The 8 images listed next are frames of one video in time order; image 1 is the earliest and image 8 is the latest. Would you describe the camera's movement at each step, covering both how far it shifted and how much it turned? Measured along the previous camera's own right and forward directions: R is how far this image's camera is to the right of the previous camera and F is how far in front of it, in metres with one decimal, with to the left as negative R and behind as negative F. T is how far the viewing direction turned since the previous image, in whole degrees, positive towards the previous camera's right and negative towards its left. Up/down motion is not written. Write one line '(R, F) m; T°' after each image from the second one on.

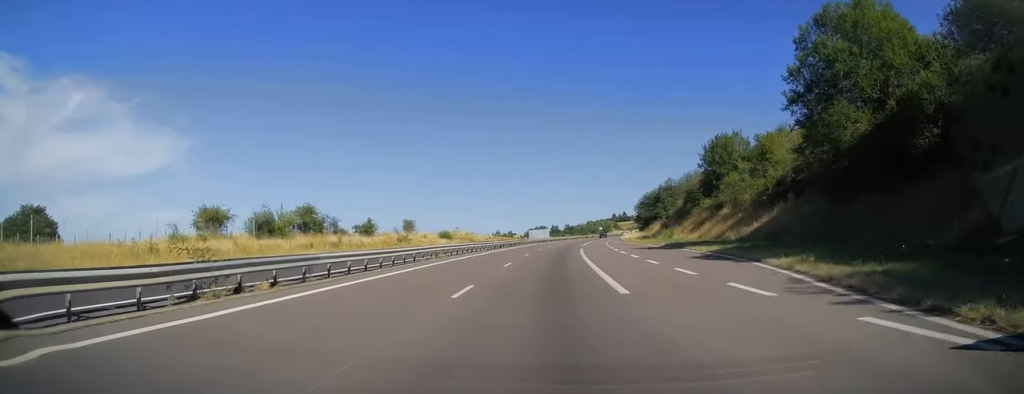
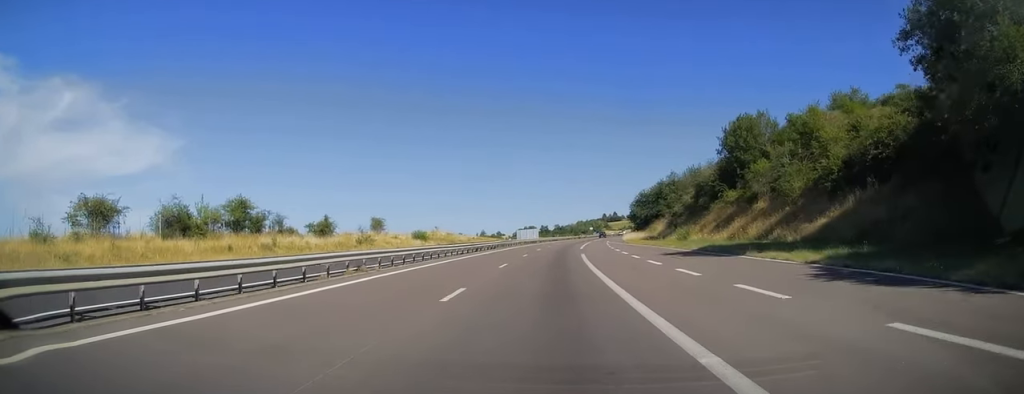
(+0.1, +13.7) m; +1°
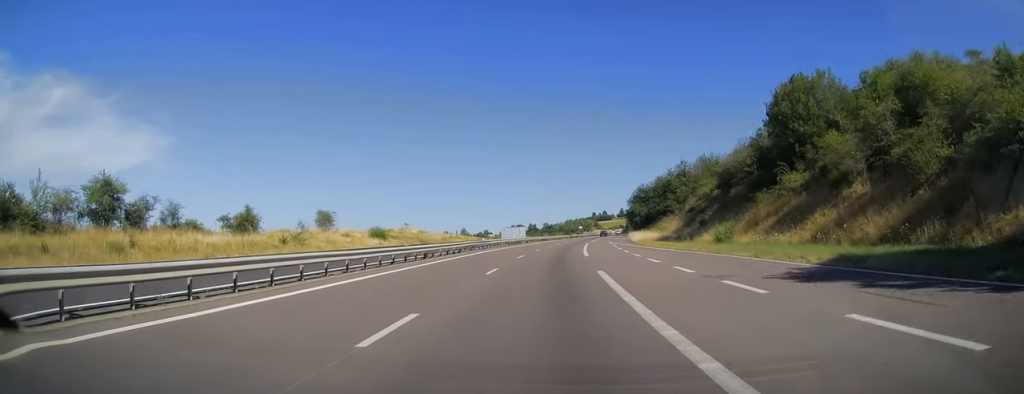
(-0.1, +18.1) m; +1°
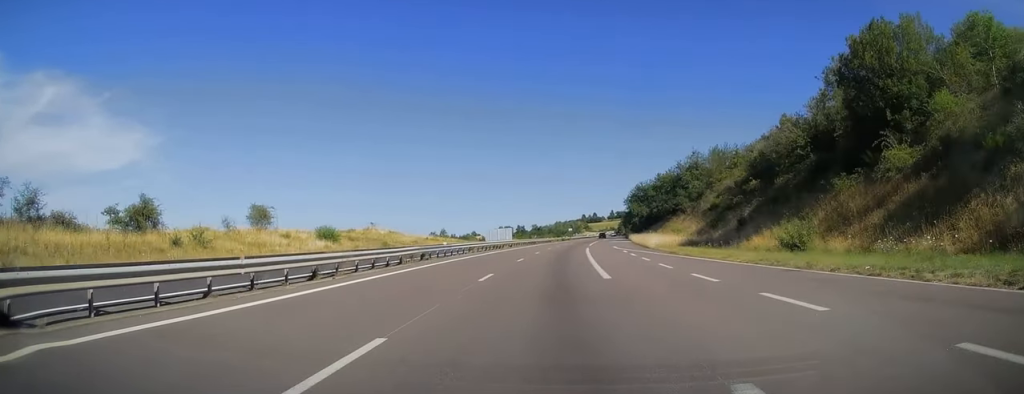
(+0.5, +15.1) m; +1°
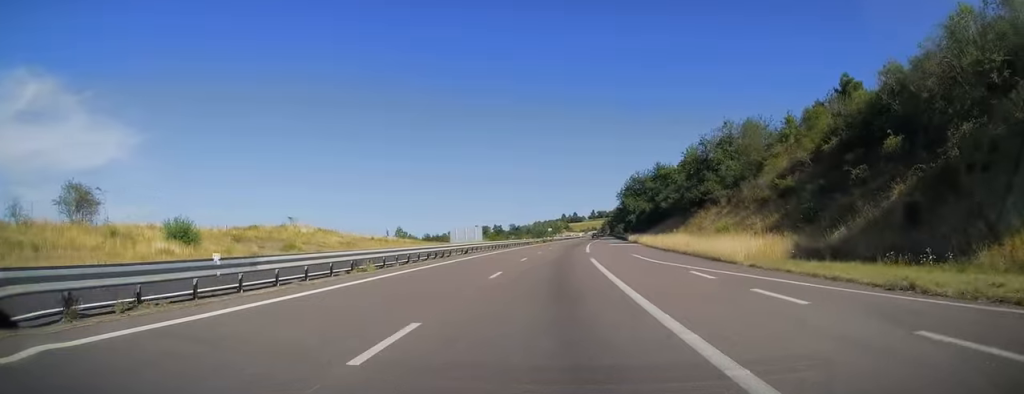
(+0.4, +24.5) m; +2°
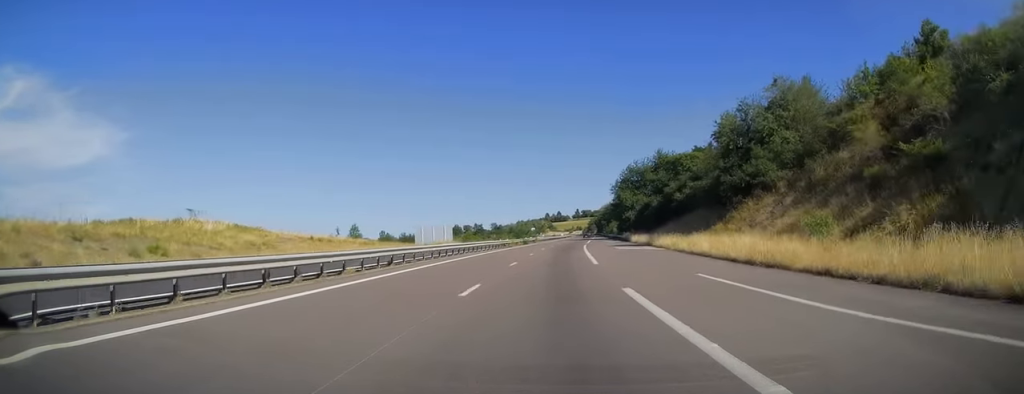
(-0.1, +18.6) m; +1°
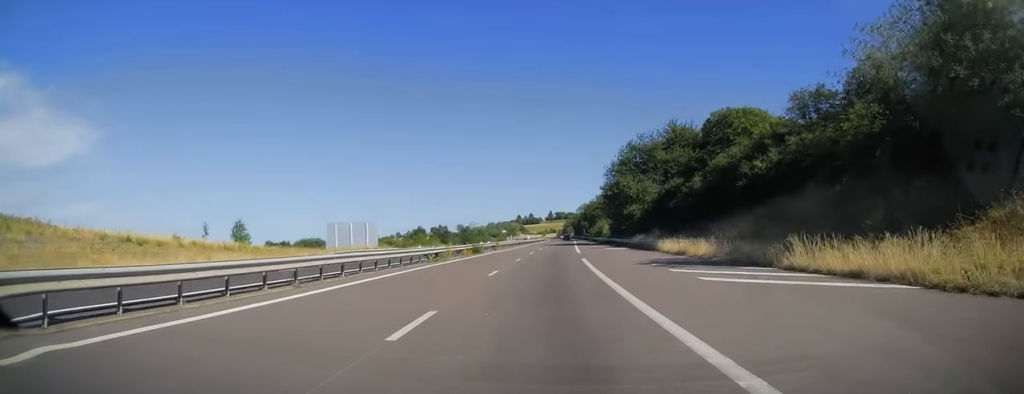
(+1.1, +31.3) m; +3°
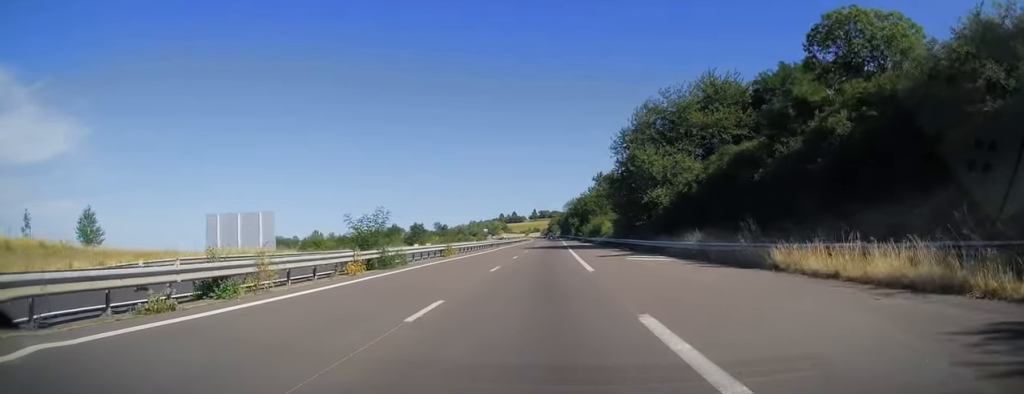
(+0.3, +24.1) m; +1°
